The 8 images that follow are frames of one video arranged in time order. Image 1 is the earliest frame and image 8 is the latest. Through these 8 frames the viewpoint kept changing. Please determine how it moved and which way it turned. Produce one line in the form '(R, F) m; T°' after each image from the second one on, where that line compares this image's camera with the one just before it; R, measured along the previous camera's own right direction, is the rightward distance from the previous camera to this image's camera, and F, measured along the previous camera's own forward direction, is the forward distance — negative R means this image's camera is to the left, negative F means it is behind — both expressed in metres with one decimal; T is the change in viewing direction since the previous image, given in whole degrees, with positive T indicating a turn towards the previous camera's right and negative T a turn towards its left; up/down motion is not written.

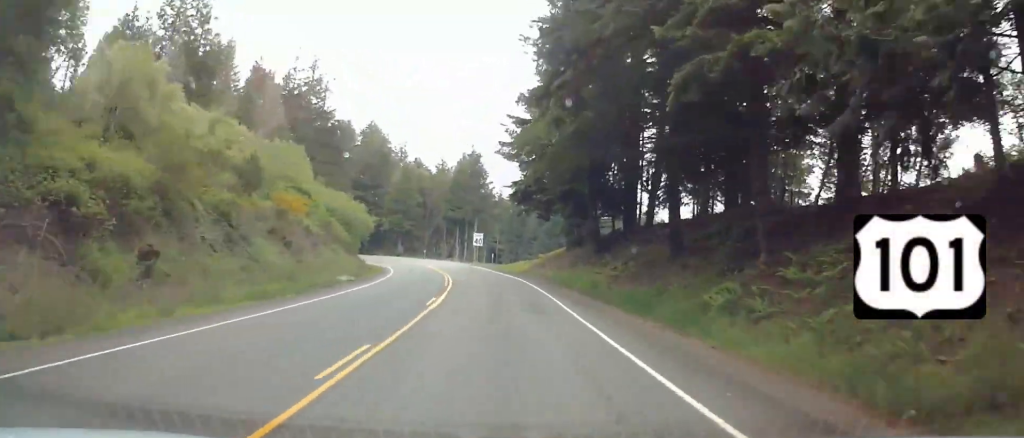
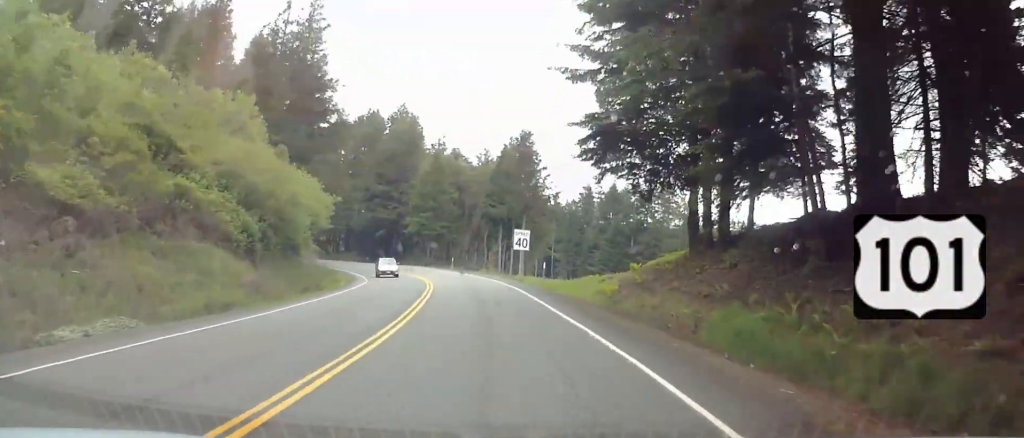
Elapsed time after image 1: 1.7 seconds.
(-0.8, +31.8) m; -3°
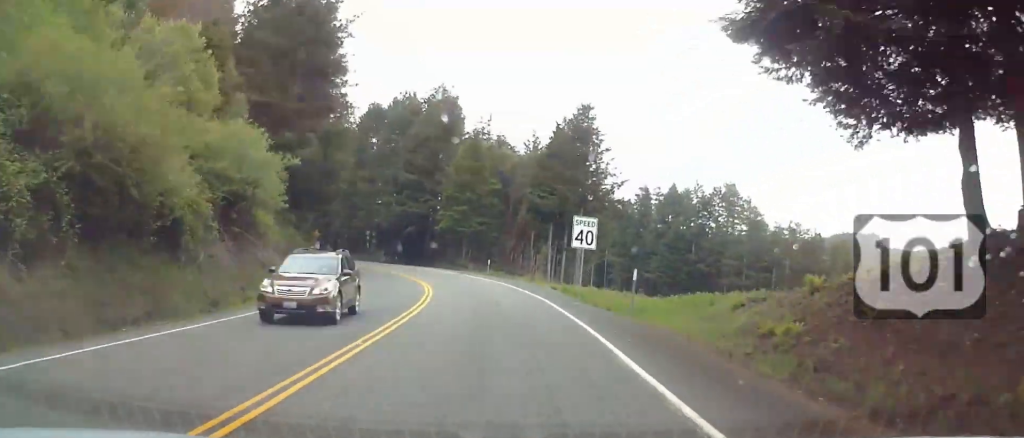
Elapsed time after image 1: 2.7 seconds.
(-0.1, +18.7) m; -2°
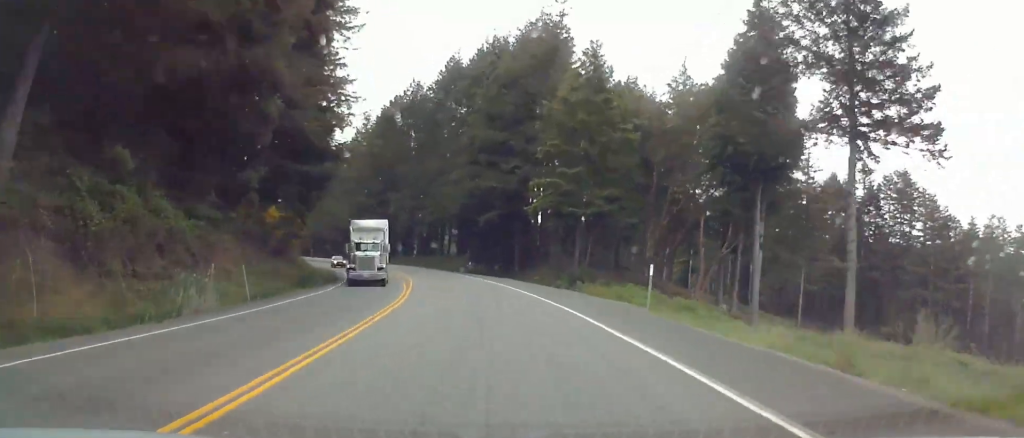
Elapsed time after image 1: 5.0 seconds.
(-2.6, +42.2) m; -10°
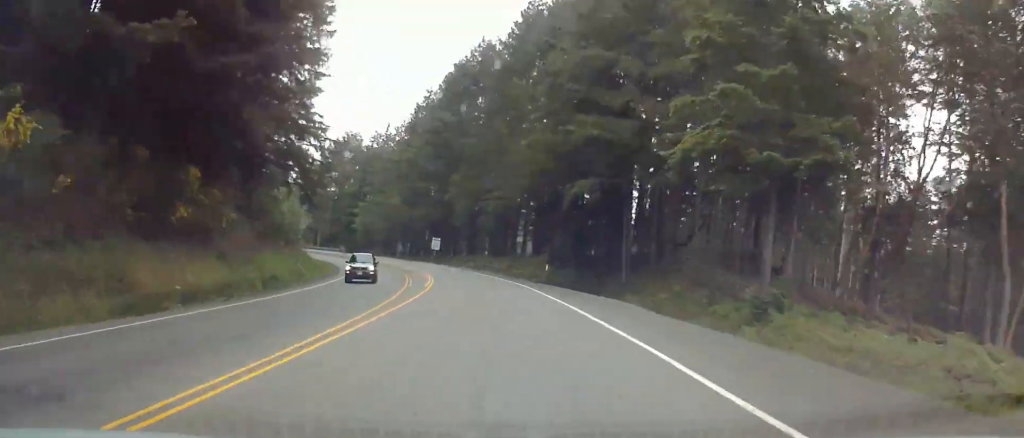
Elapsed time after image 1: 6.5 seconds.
(-2.6, +27.4) m; -7°
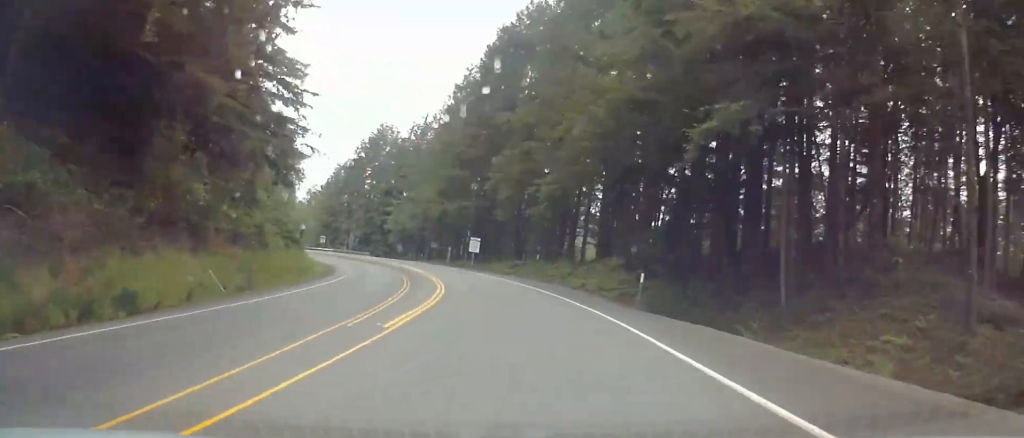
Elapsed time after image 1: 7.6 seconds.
(-0.9, +19.3) m; -4°
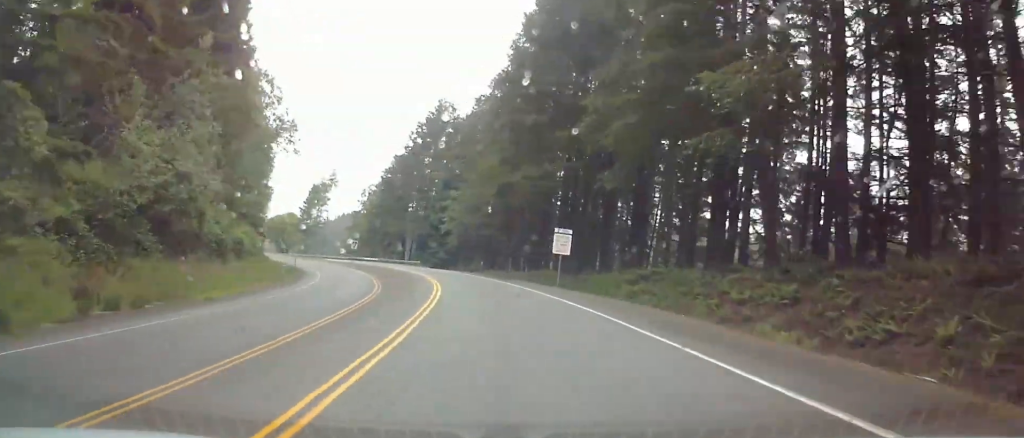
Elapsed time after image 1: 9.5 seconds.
(-2.0, +35.0) m; -7°
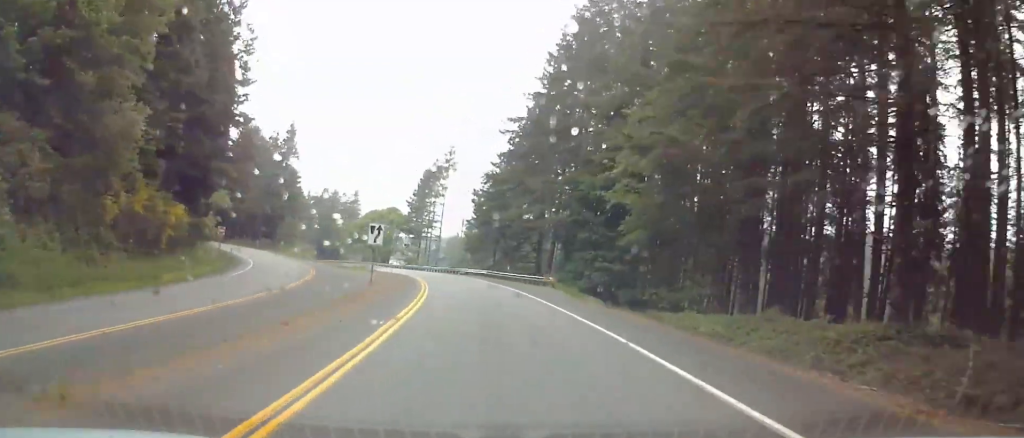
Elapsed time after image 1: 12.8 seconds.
(-5.7, +60.6) m; -11°
